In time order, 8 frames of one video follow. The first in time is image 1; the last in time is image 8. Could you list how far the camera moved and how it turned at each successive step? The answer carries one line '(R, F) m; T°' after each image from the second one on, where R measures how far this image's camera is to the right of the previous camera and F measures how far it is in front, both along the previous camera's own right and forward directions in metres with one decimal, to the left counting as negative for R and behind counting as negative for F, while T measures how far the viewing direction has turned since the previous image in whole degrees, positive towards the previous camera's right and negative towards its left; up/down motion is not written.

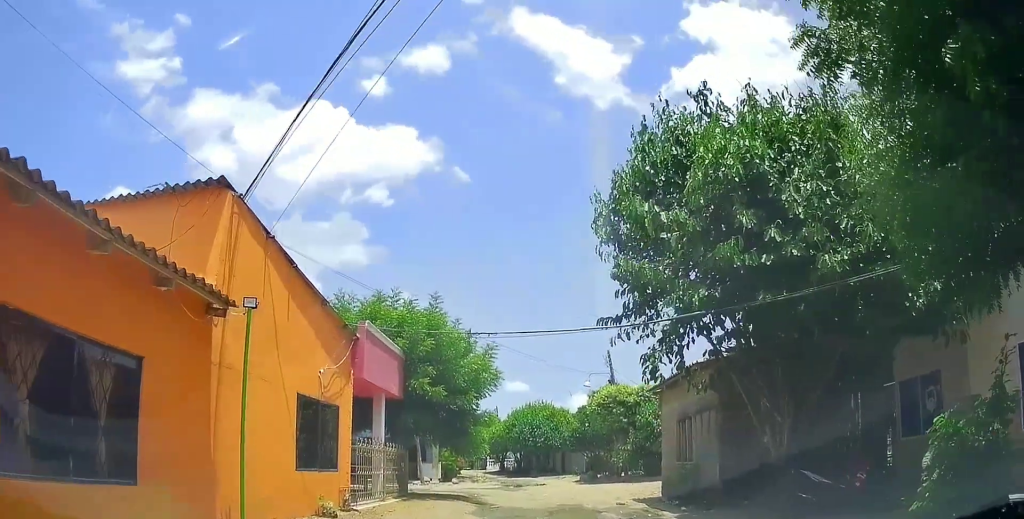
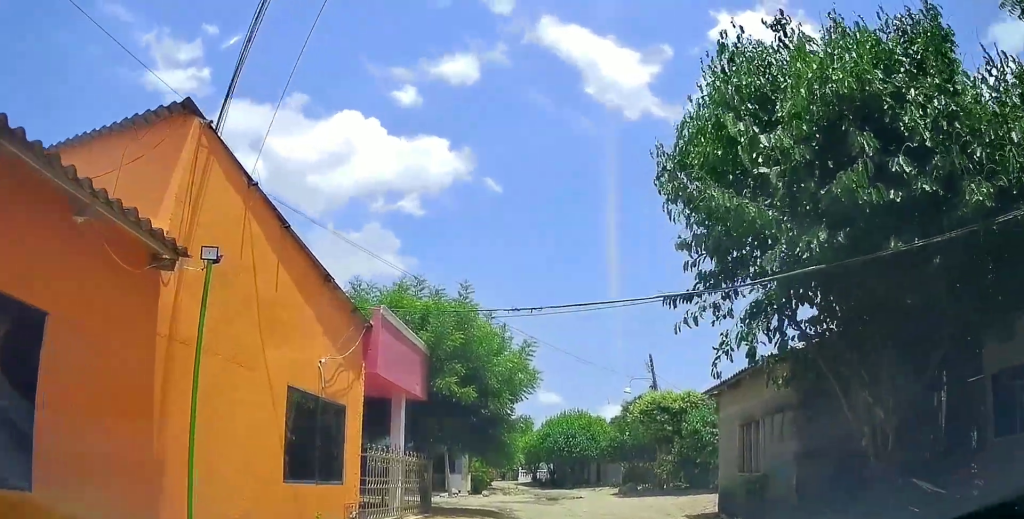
(-0.3, +1.8) m; -8°
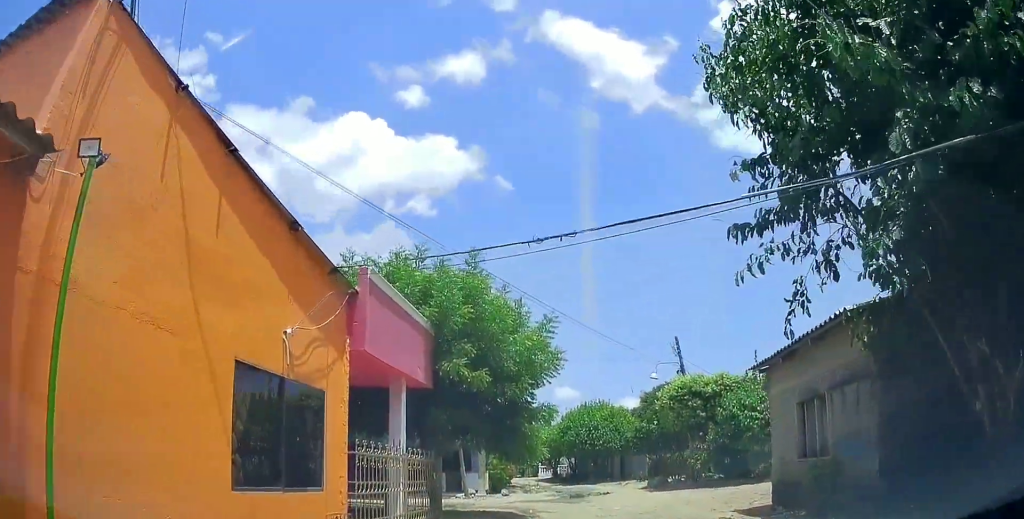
(-0.1, +1.8) m; -1°
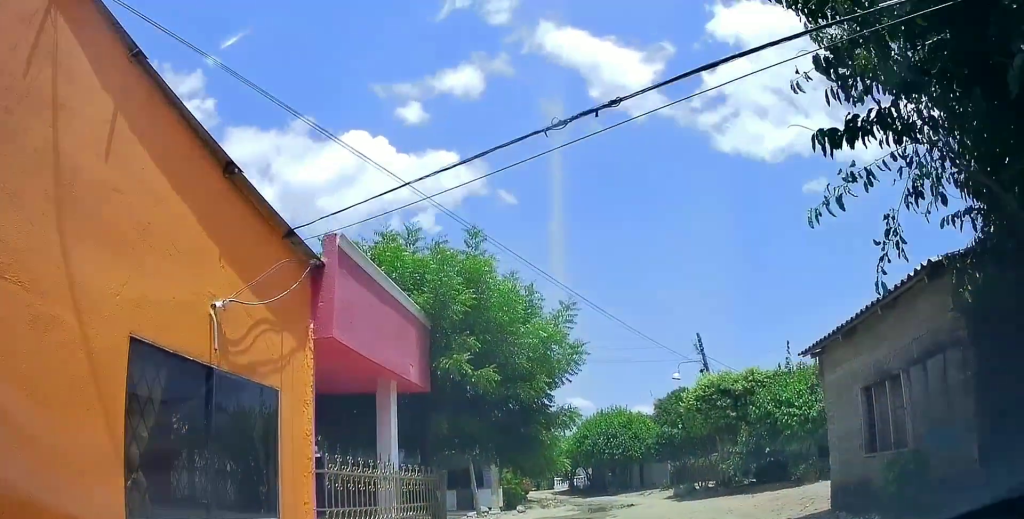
(0.0, +1.8) m; +4°
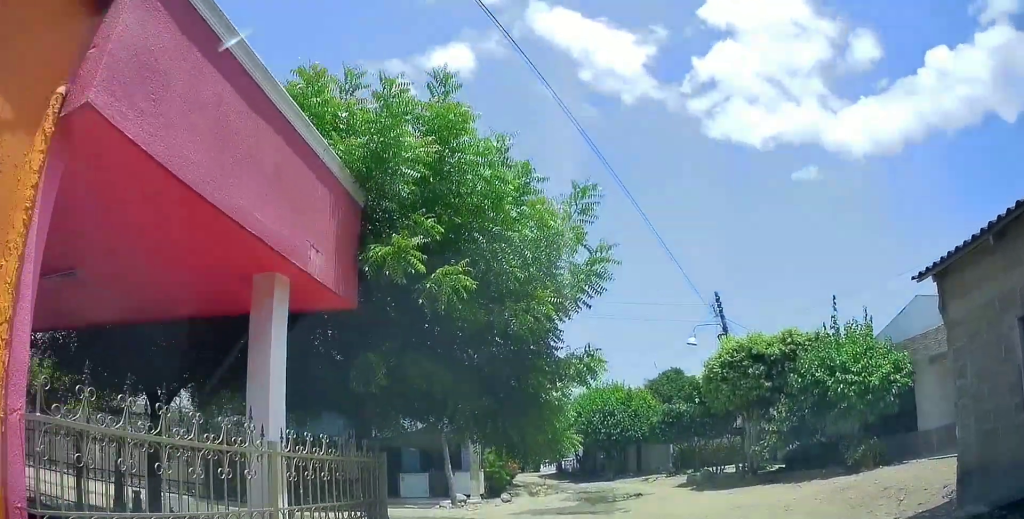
(+0.3, +3.8) m; -5°
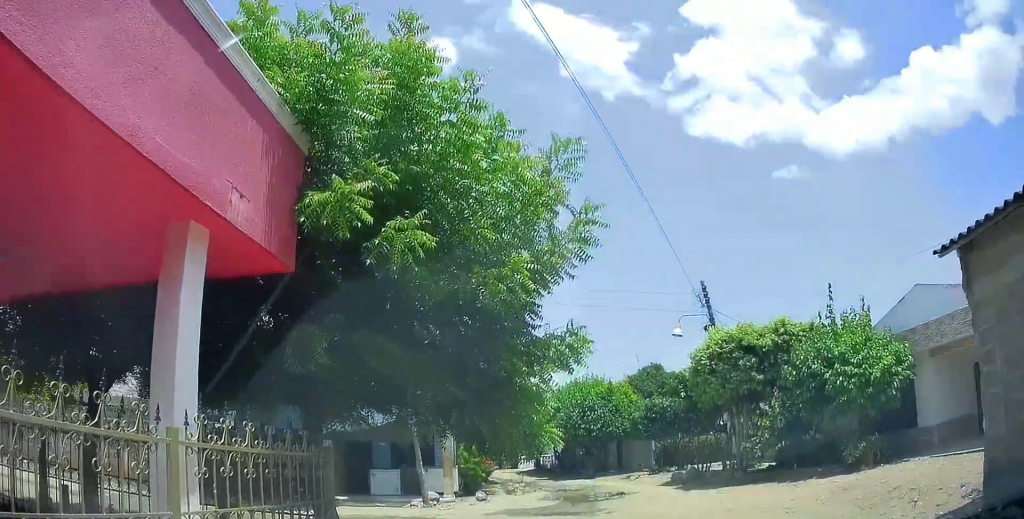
(0.0, +1.0) m; -2°
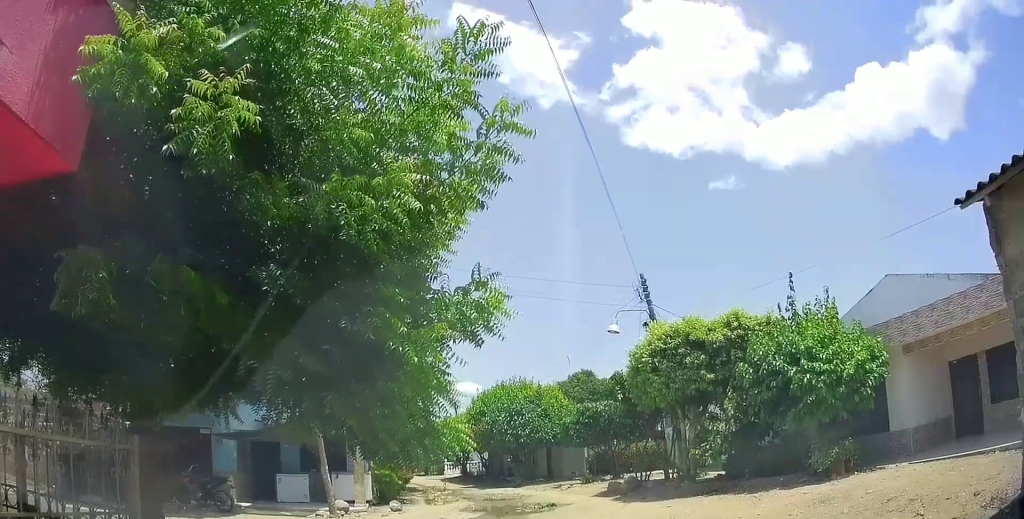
(-0.1, +2.3) m; +4°
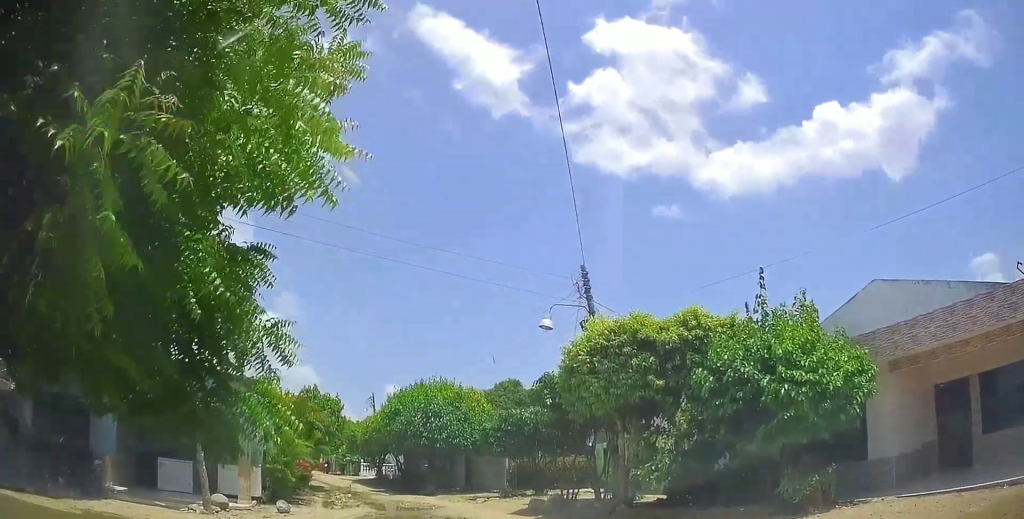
(+0.9, +2.0) m; 0°
